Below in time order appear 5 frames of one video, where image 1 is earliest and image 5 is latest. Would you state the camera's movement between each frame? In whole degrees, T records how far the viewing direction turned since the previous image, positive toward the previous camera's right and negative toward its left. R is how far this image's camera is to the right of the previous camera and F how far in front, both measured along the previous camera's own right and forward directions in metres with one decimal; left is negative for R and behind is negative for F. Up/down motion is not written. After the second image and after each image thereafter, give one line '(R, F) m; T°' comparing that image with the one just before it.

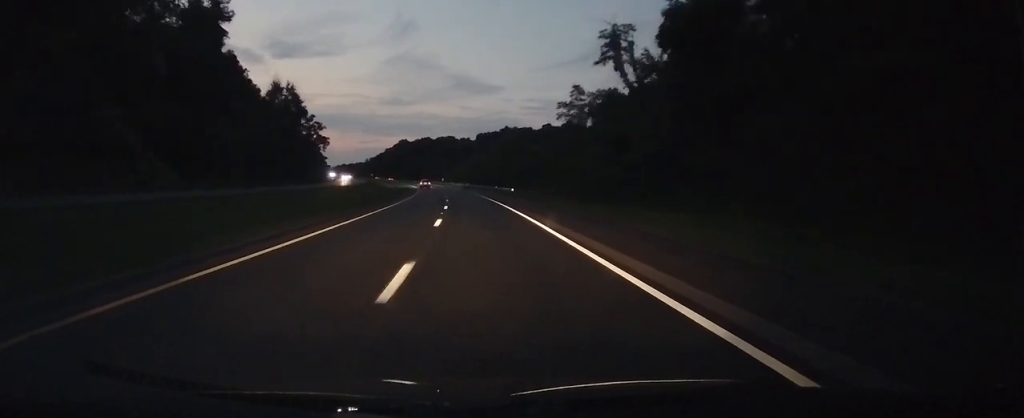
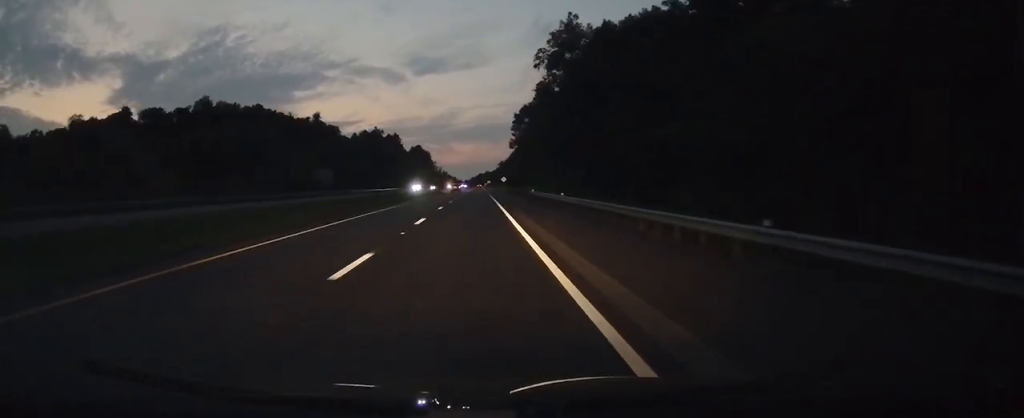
(-48.5, +328.5) m; -12°
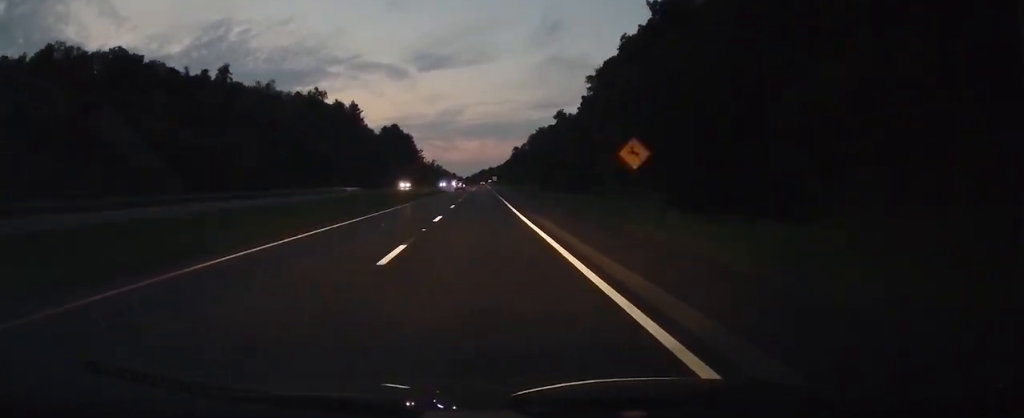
(-0.2, +143.8) m; 0°
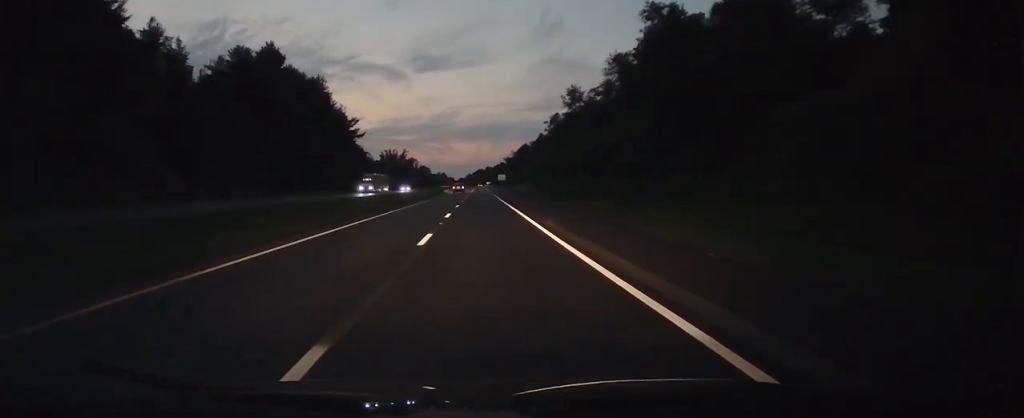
(-0.1, +190.4) m; 0°
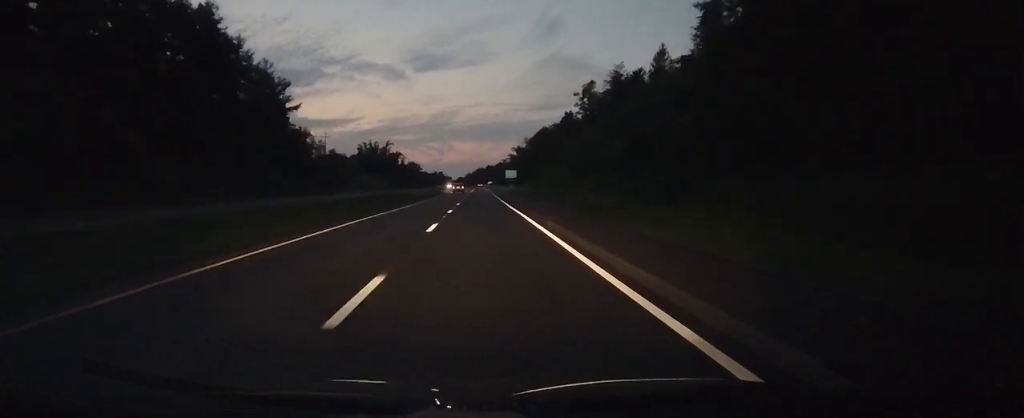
(+0.3, +69.2) m; 0°
